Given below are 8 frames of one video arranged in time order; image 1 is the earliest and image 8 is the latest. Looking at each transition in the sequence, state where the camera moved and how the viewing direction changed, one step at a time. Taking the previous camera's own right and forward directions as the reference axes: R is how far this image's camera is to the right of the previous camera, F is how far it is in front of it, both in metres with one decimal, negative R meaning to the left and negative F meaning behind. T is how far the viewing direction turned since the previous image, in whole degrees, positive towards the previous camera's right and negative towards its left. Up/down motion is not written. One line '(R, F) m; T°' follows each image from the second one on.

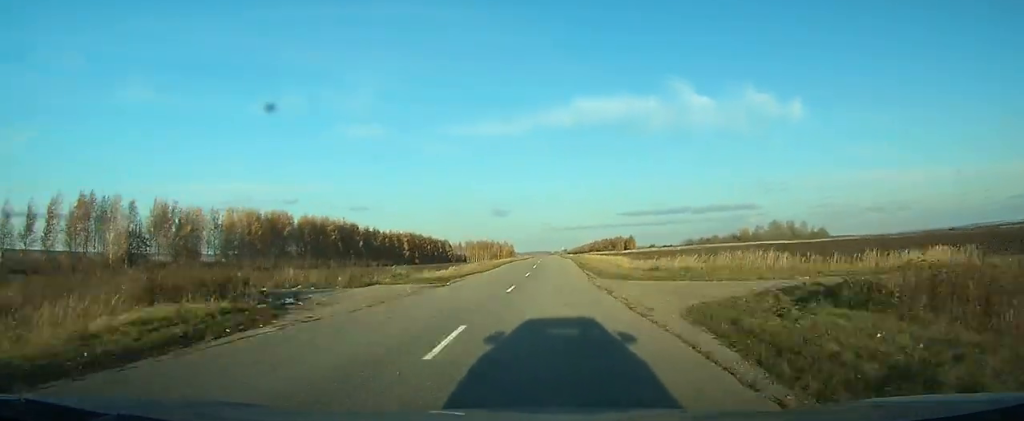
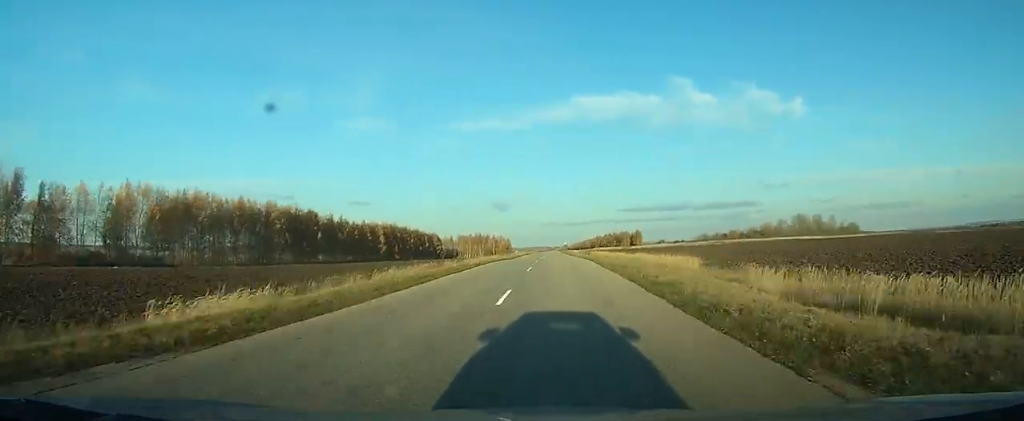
(-0.1, +29.9) m; 0°
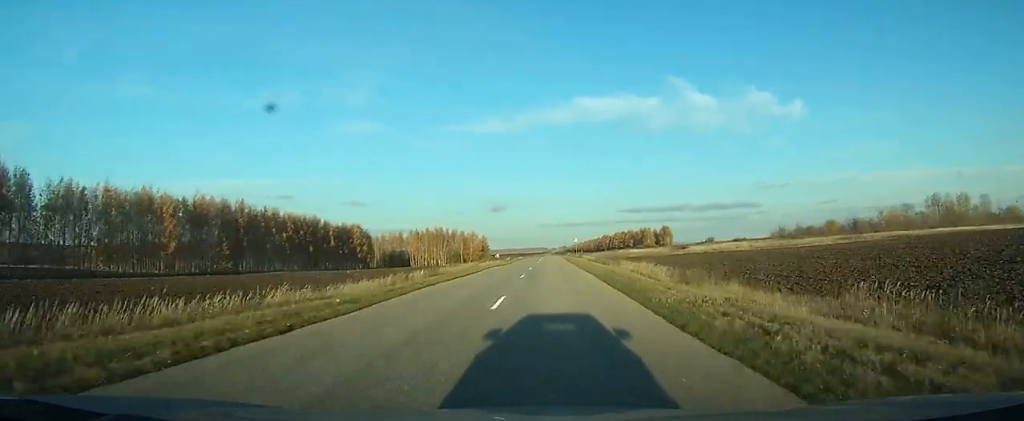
(+0.5, +110.0) m; 0°
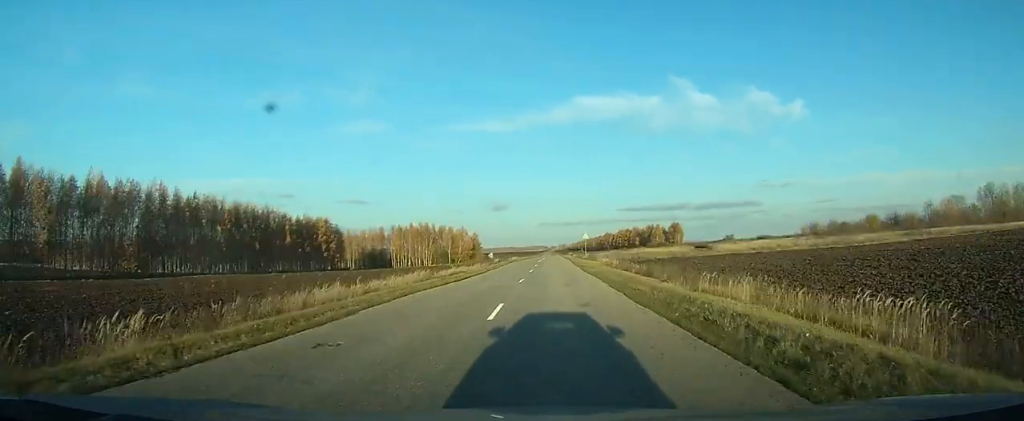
(0.0, +24.9) m; 0°
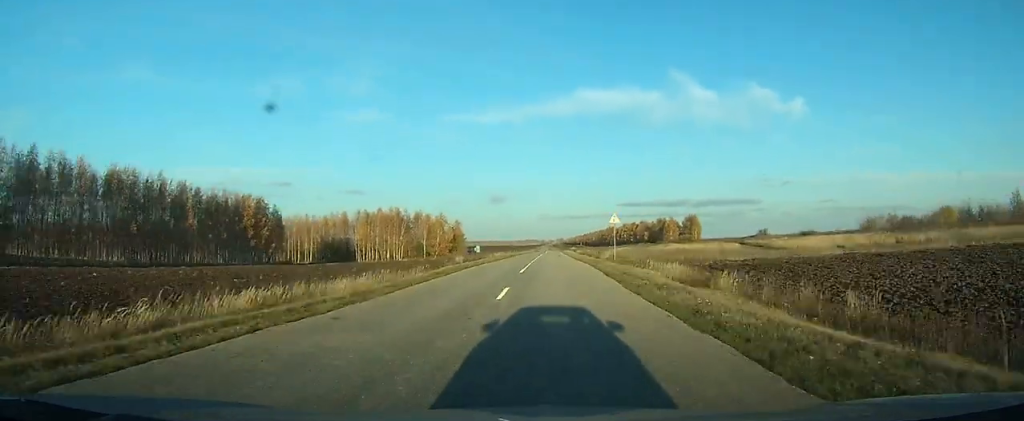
(-0.1, +33.9) m; 0°
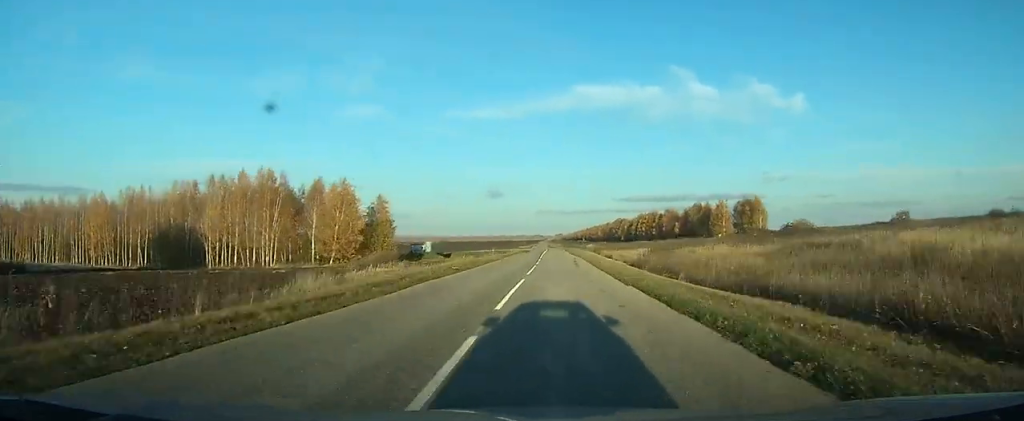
(0.0, +68.7) m; 0°
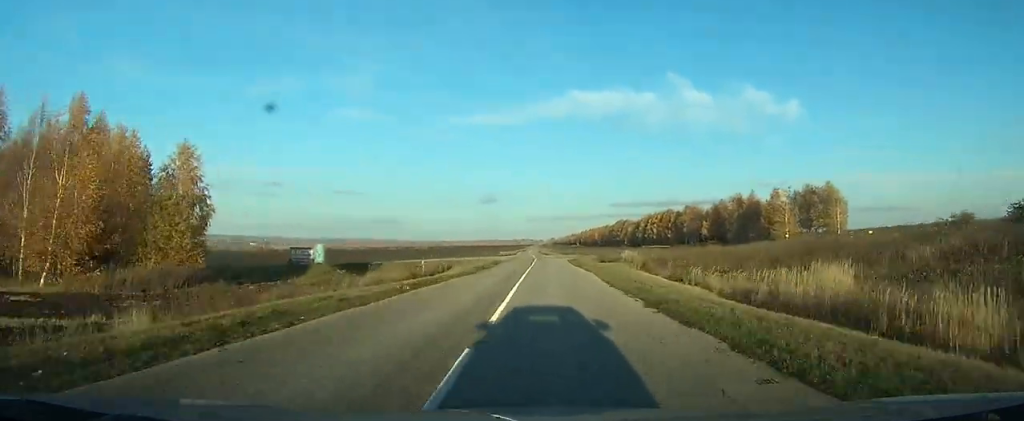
(+0.1, +46.0) m; 0°
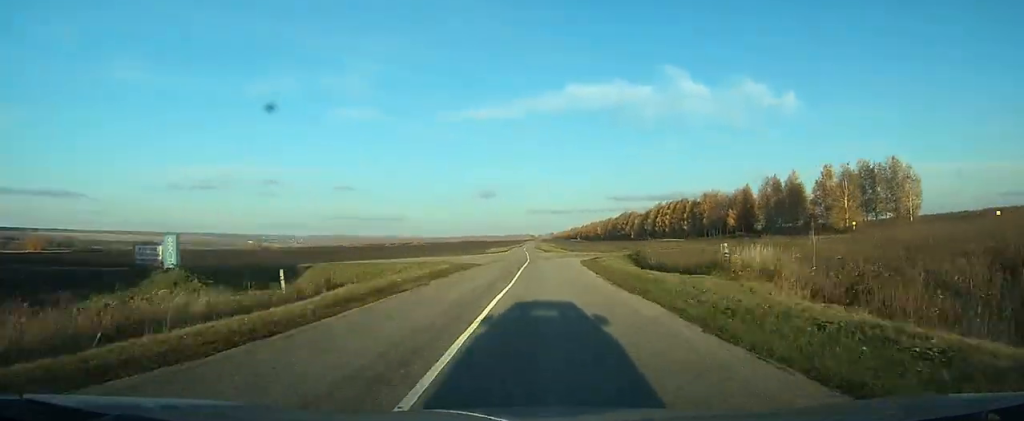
(0.0, +25.0) m; 0°
